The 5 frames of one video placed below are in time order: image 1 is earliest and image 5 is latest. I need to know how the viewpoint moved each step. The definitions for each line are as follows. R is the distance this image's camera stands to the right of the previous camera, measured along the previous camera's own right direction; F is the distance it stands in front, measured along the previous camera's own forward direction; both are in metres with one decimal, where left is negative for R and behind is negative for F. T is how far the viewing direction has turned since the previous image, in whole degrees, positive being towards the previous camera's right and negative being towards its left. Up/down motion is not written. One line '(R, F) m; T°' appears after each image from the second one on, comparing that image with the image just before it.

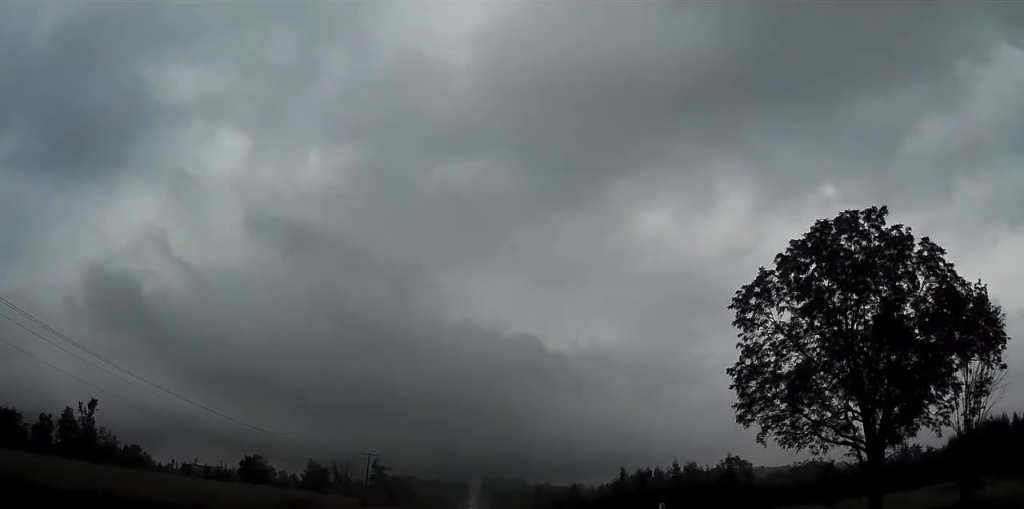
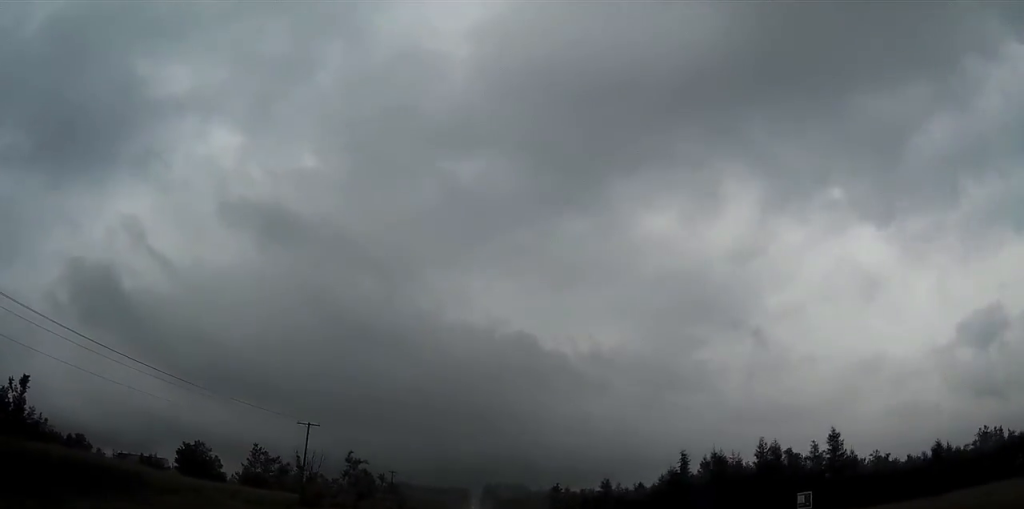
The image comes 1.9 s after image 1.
(-0.5, +45.8) m; -2°
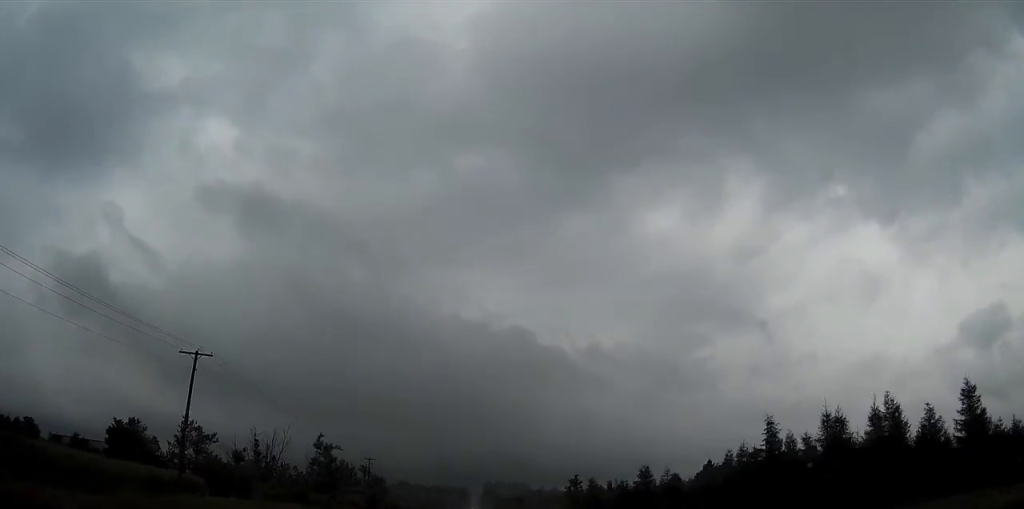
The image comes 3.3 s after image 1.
(-0.4, +34.1) m; 0°
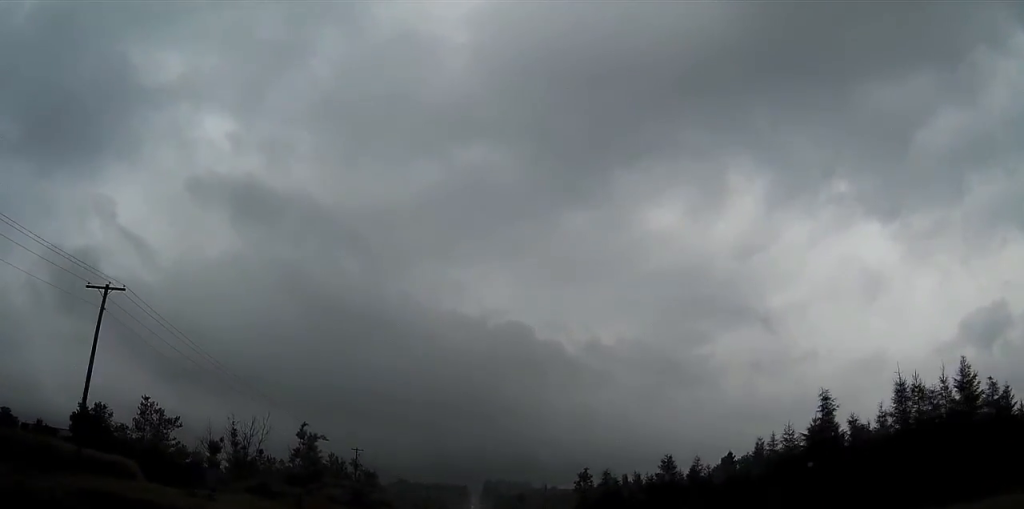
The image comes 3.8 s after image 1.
(+0.1, +13.4) m; +1°
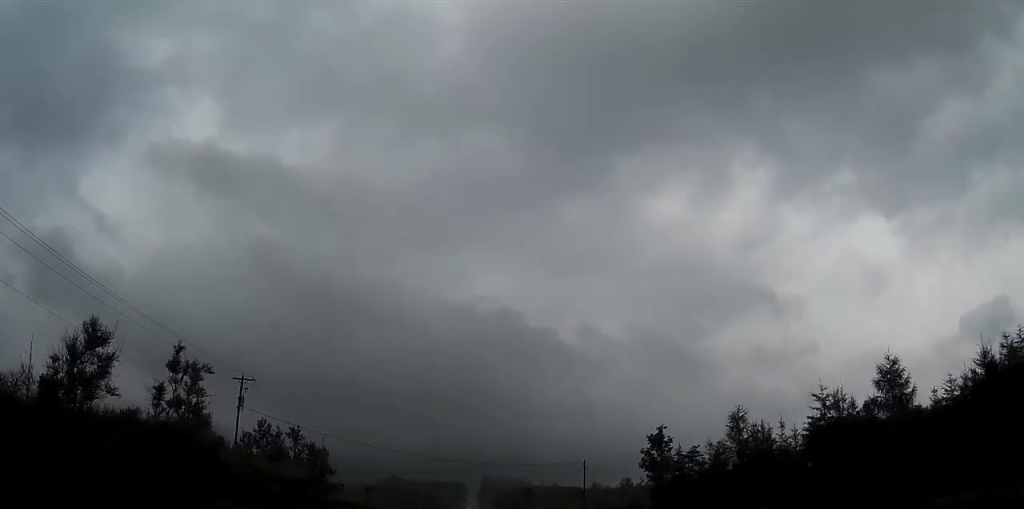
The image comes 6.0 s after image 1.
(+0.5, +55.1) m; +1°
